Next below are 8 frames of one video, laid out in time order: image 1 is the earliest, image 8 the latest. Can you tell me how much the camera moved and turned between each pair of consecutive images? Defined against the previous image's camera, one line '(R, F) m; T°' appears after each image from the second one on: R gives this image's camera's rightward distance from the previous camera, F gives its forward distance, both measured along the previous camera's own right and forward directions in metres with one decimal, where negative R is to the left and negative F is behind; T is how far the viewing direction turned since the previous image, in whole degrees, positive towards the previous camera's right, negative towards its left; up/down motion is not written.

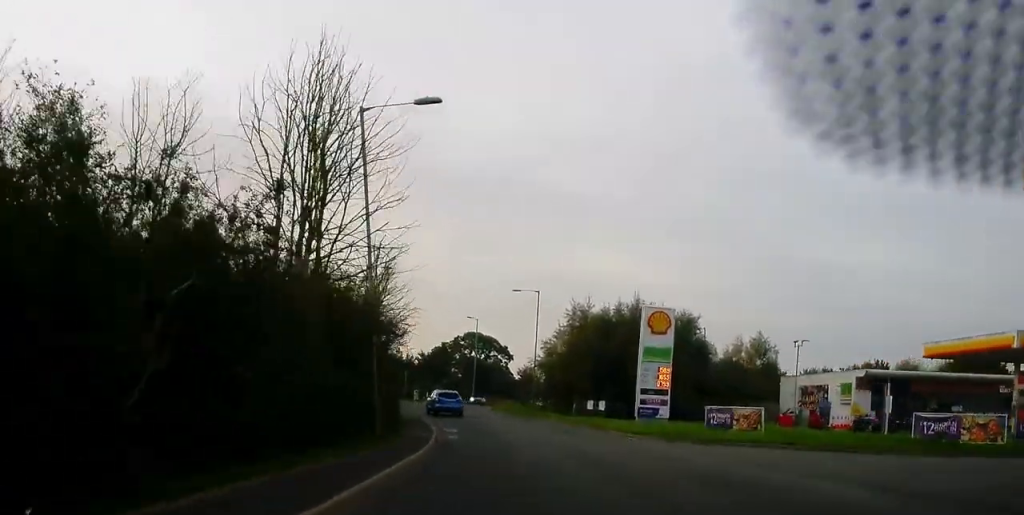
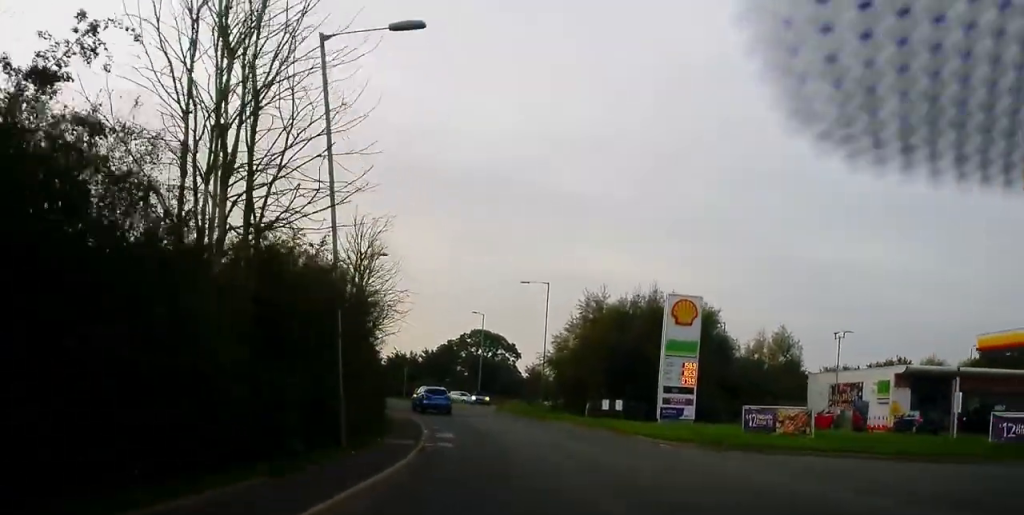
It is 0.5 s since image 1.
(0.0, +5.0) m; -1°
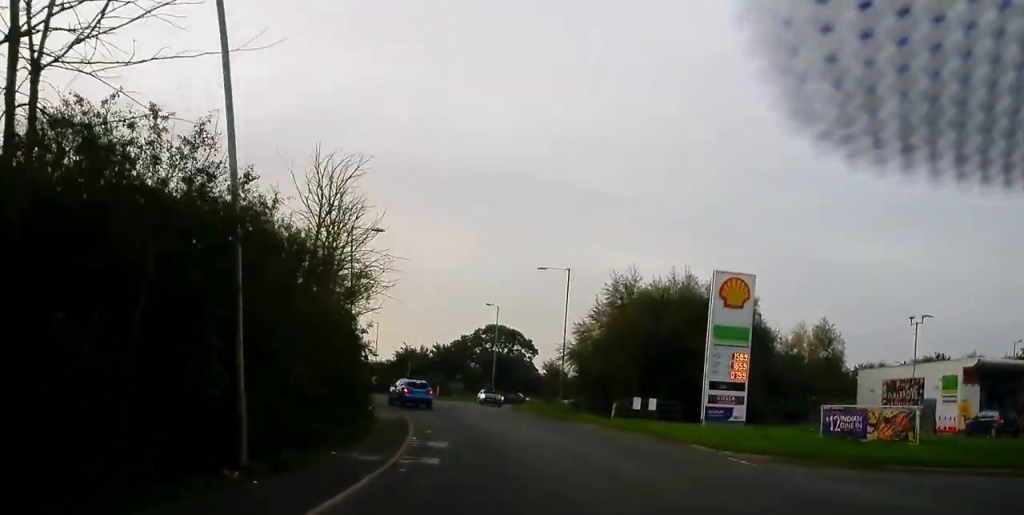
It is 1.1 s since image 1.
(0.0, +7.0) m; -1°
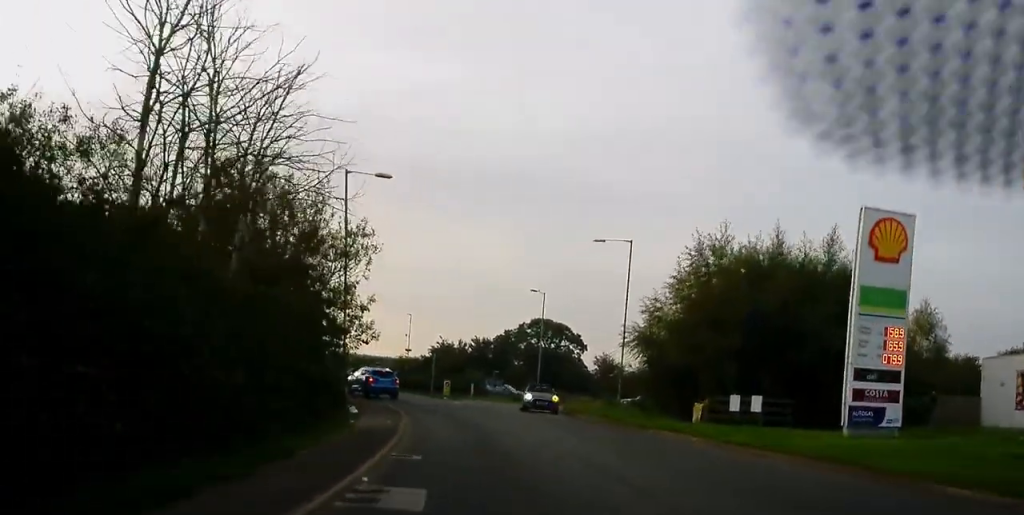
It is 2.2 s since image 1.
(-0.3, +11.7) m; -2°
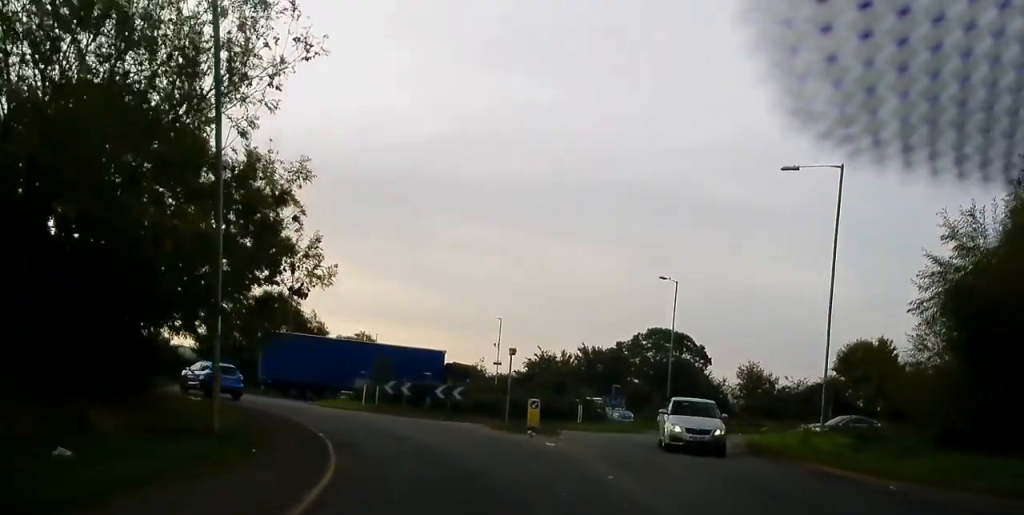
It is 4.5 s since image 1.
(-1.2, +22.8) m; -9°
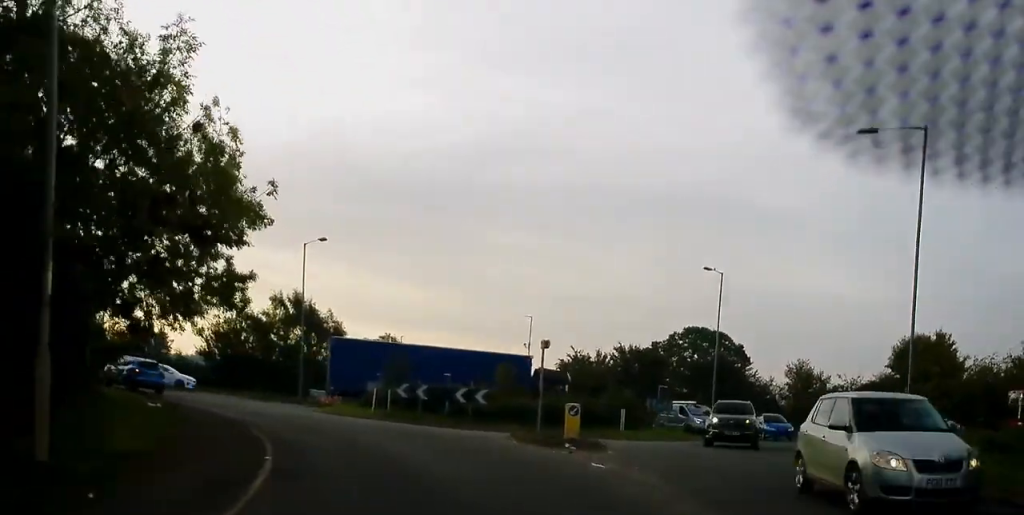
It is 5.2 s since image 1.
(-0.2, +5.6) m; -4°
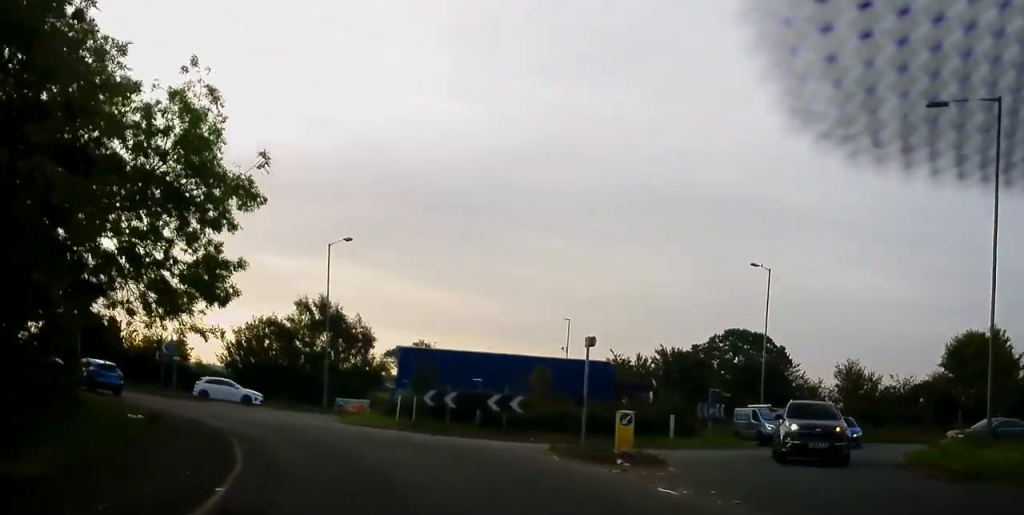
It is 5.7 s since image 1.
(0.0, +3.4) m; -3°
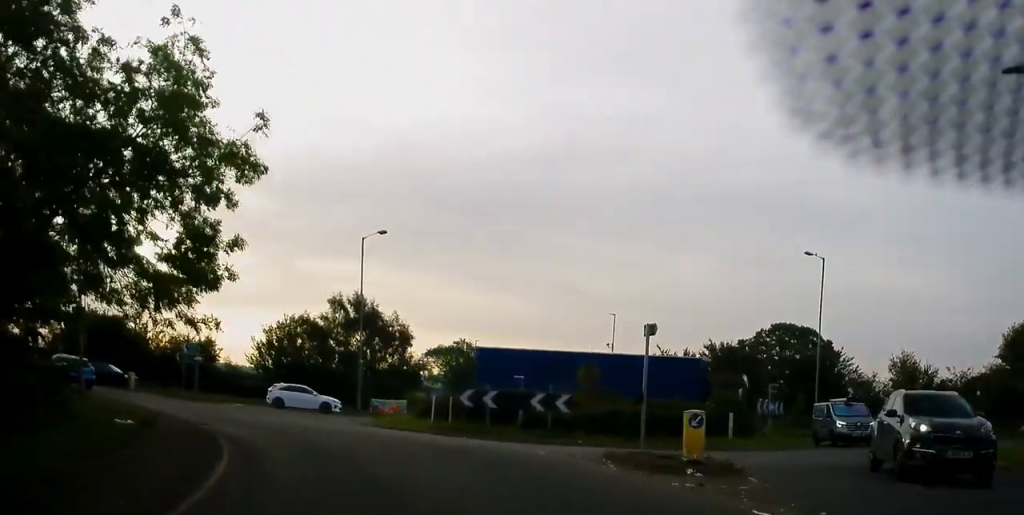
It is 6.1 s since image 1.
(-0.1, +2.7) m; -2°
